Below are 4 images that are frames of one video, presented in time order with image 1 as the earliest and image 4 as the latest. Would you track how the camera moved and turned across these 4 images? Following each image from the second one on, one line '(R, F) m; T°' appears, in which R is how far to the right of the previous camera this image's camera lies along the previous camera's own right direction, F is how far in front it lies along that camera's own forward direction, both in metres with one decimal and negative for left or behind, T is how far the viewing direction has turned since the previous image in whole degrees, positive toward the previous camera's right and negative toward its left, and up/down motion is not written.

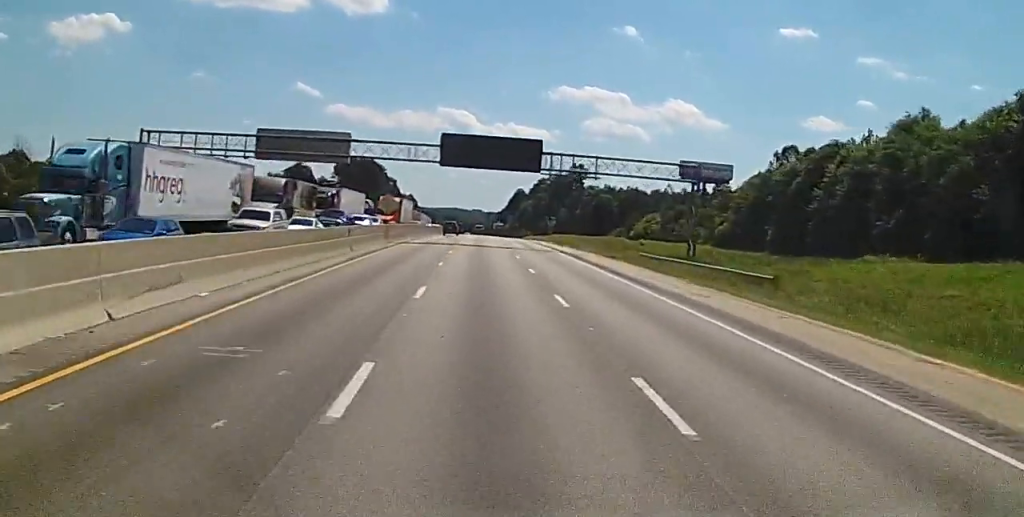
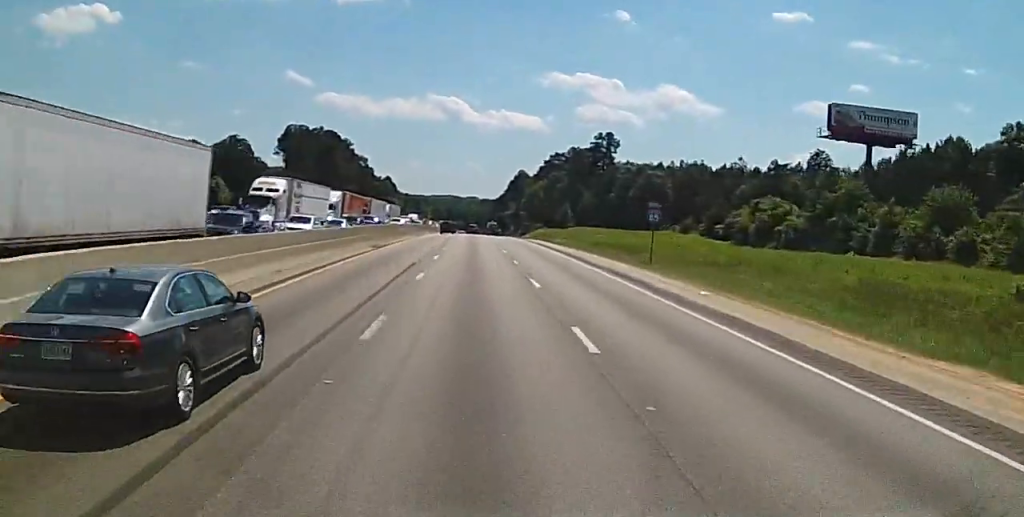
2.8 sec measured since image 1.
(+1.0, +81.0) m; +1°
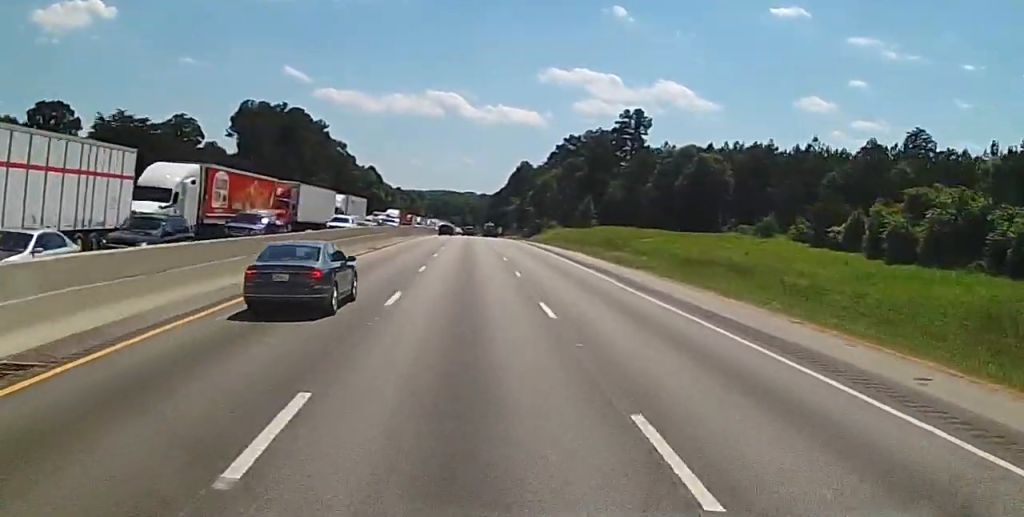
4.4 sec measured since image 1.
(-0.1, +44.7) m; 0°
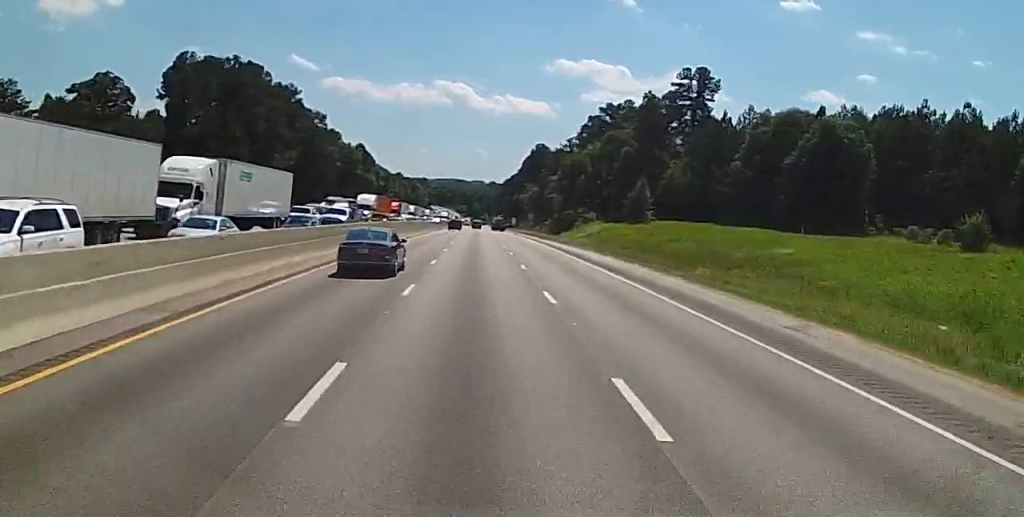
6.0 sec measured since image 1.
(+0.3, +47.7) m; 0°
